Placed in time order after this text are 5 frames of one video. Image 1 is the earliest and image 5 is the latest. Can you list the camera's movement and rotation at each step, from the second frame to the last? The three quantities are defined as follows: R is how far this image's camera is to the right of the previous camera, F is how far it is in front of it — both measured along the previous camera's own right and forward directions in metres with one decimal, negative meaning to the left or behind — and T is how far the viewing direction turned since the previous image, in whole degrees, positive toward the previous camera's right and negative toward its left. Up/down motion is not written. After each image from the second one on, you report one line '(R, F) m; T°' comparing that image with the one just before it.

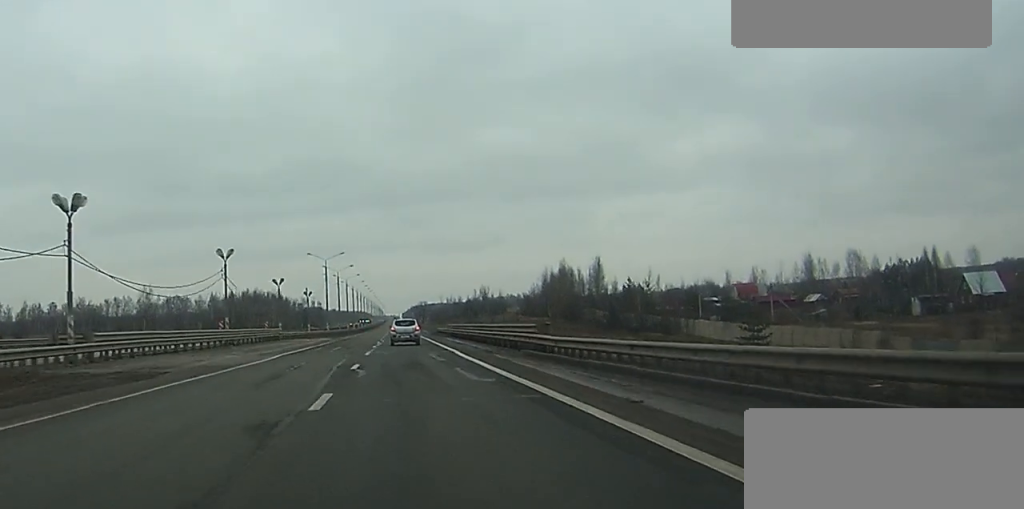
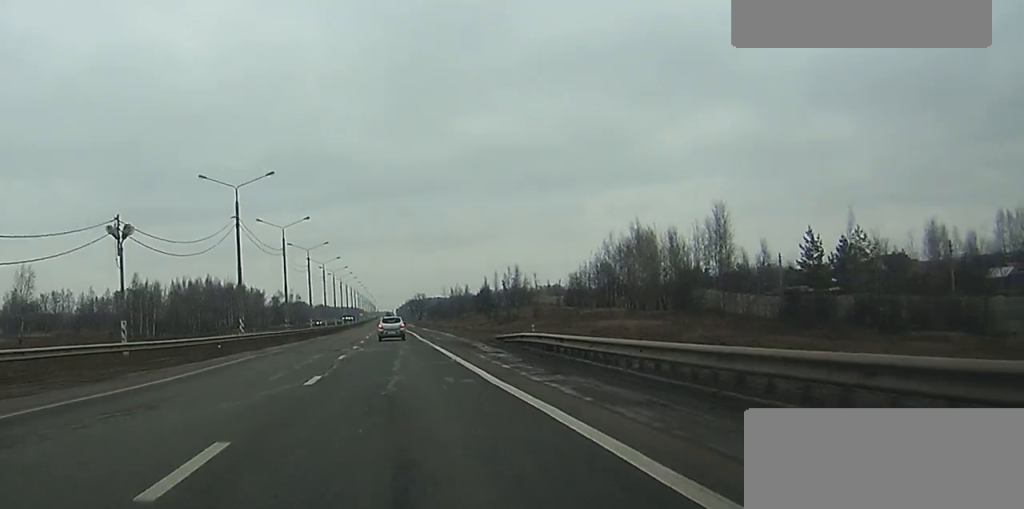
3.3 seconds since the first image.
(+0.1, +79.1) m; 0°
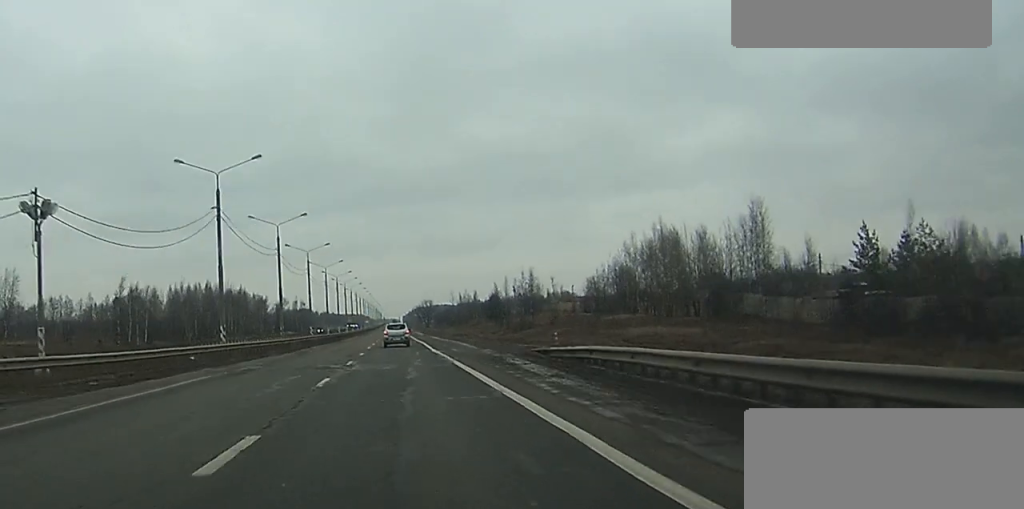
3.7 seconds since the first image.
(0.0, +10.4) m; 0°
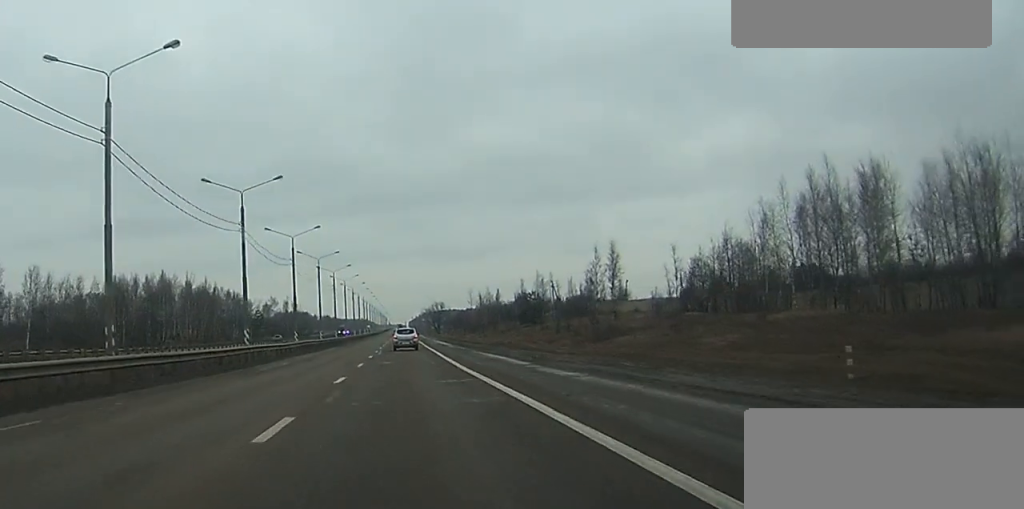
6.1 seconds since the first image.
(-0.1, +58.0) m; 0°
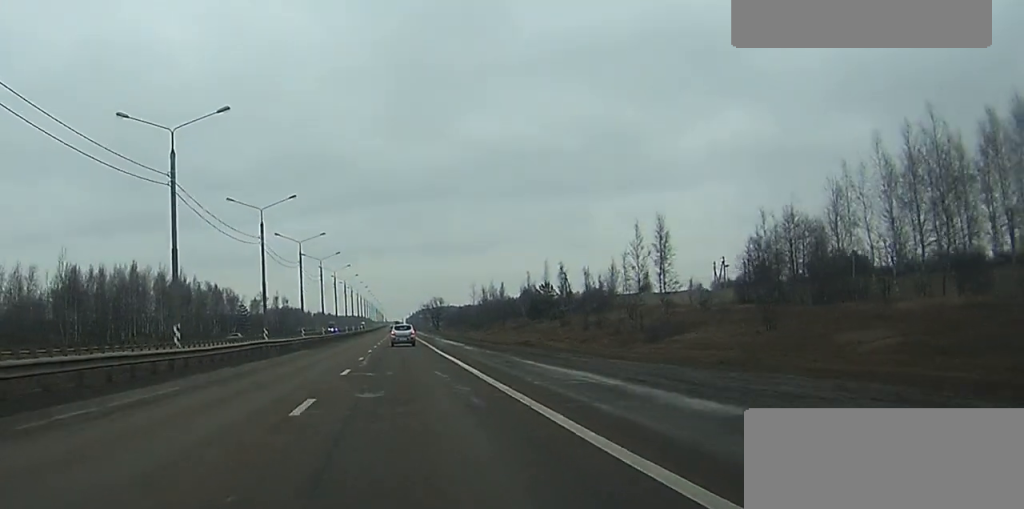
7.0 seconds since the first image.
(0.0, +21.1) m; 0°
